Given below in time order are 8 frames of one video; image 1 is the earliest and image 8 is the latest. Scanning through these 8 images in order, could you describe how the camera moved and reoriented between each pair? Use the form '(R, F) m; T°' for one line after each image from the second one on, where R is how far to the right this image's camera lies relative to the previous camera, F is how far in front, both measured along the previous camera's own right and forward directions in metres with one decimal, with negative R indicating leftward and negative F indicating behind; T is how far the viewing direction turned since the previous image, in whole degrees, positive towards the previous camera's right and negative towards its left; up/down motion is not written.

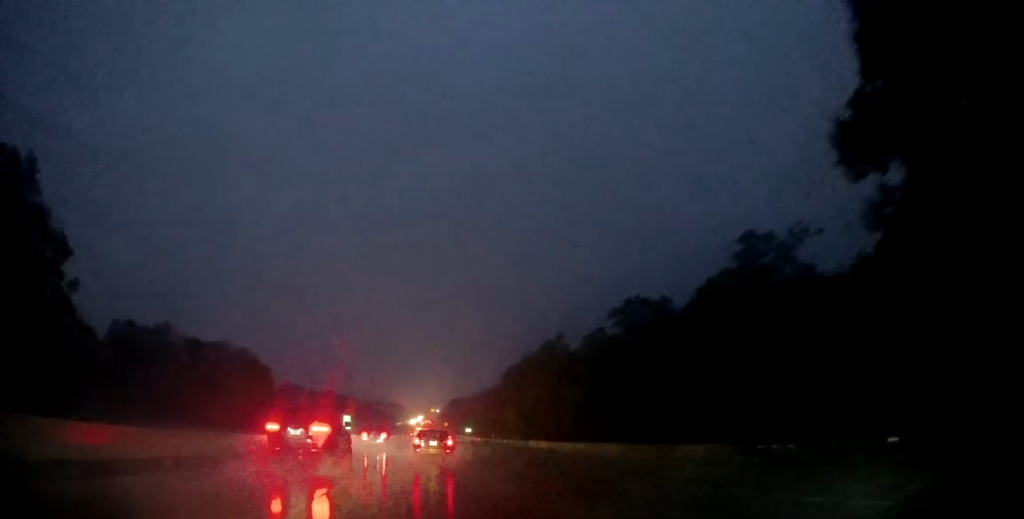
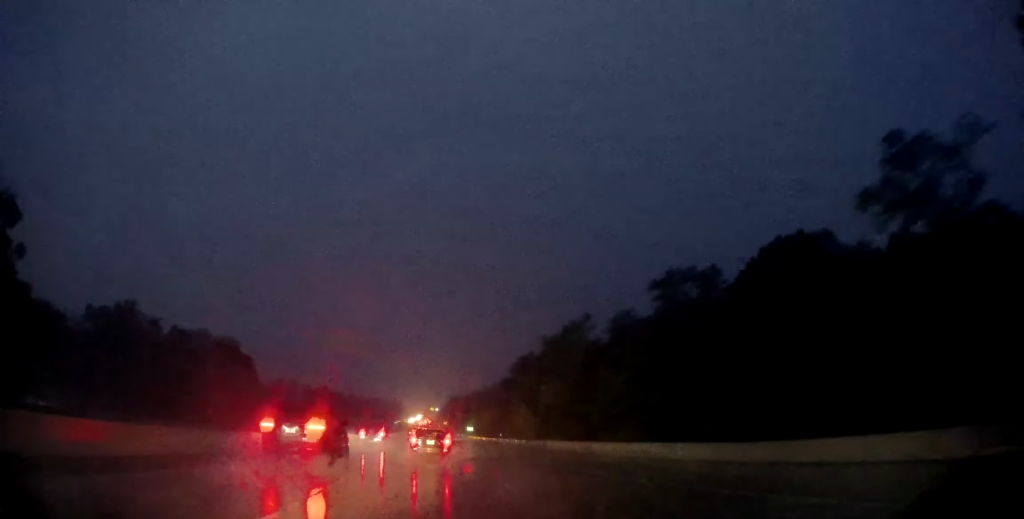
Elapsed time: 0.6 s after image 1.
(+0.1, +11.2) m; +1°
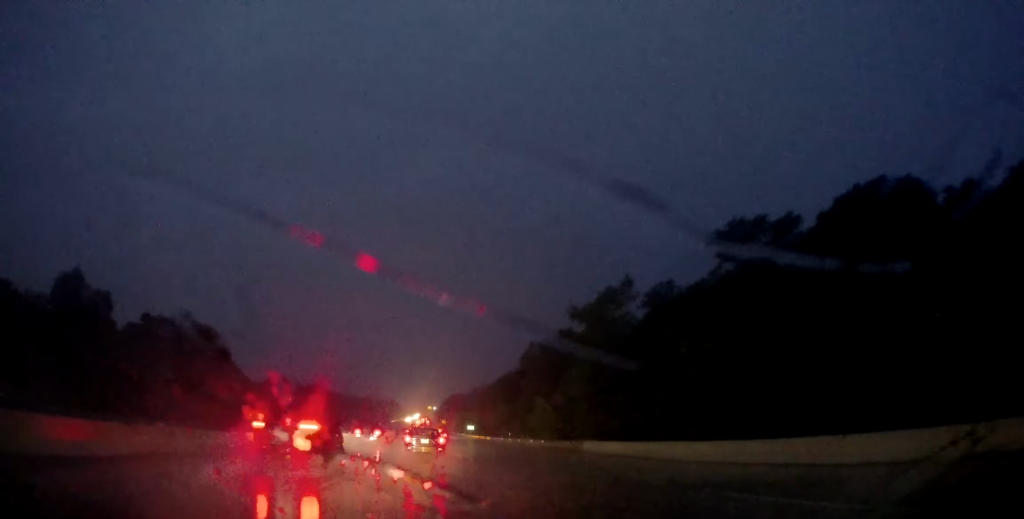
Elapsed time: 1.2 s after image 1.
(+0.3, +11.8) m; +1°
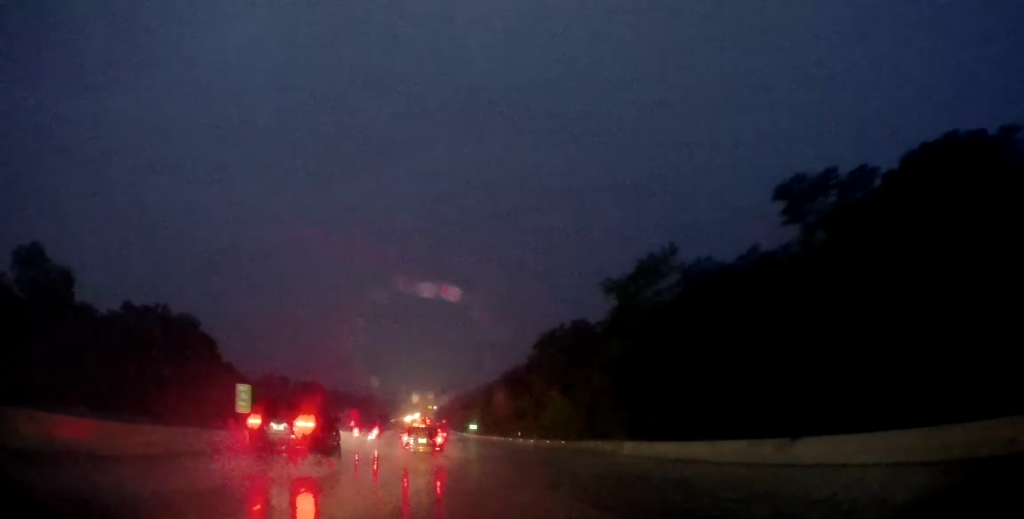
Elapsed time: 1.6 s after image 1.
(0.0, +7.9) m; 0°
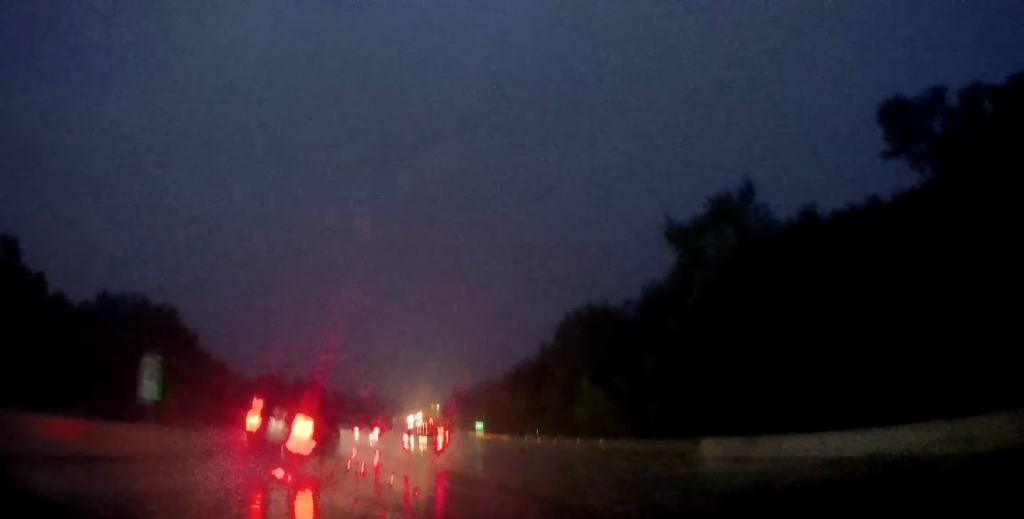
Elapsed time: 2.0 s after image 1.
(0.0, +9.3) m; -1°
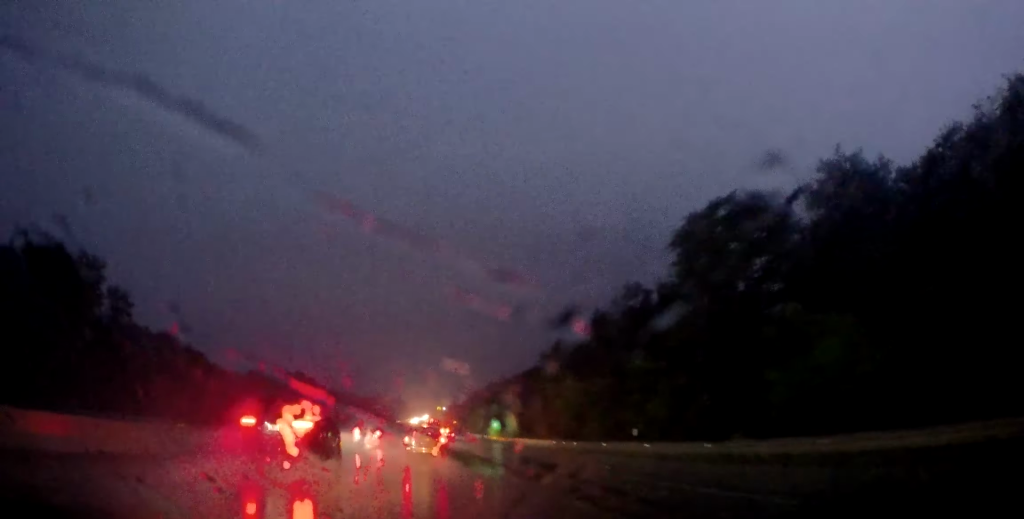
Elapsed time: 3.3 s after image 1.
(-0.5, +26.6) m; -1°
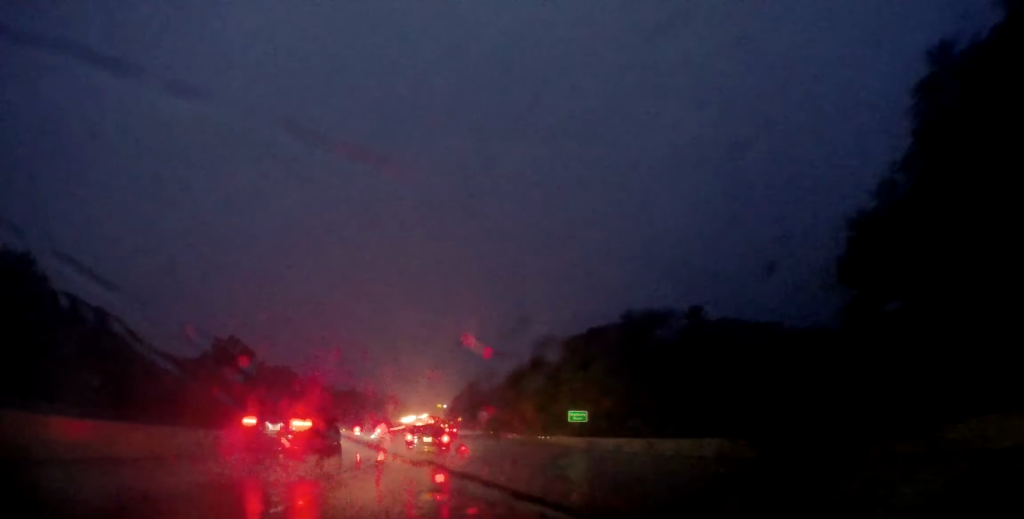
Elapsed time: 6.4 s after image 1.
(+0.7, +62.5) m; 0°
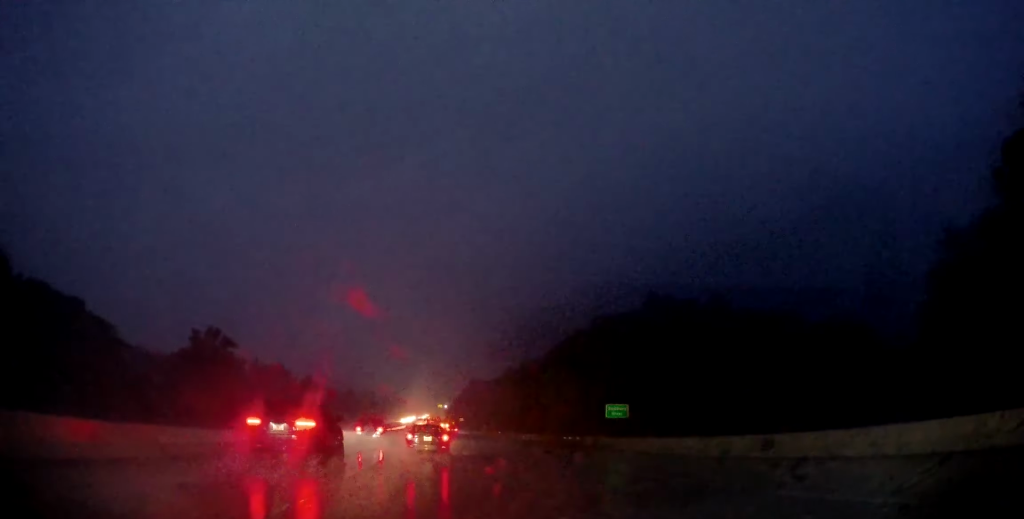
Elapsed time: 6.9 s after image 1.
(0.0, +11.6) m; +1°
